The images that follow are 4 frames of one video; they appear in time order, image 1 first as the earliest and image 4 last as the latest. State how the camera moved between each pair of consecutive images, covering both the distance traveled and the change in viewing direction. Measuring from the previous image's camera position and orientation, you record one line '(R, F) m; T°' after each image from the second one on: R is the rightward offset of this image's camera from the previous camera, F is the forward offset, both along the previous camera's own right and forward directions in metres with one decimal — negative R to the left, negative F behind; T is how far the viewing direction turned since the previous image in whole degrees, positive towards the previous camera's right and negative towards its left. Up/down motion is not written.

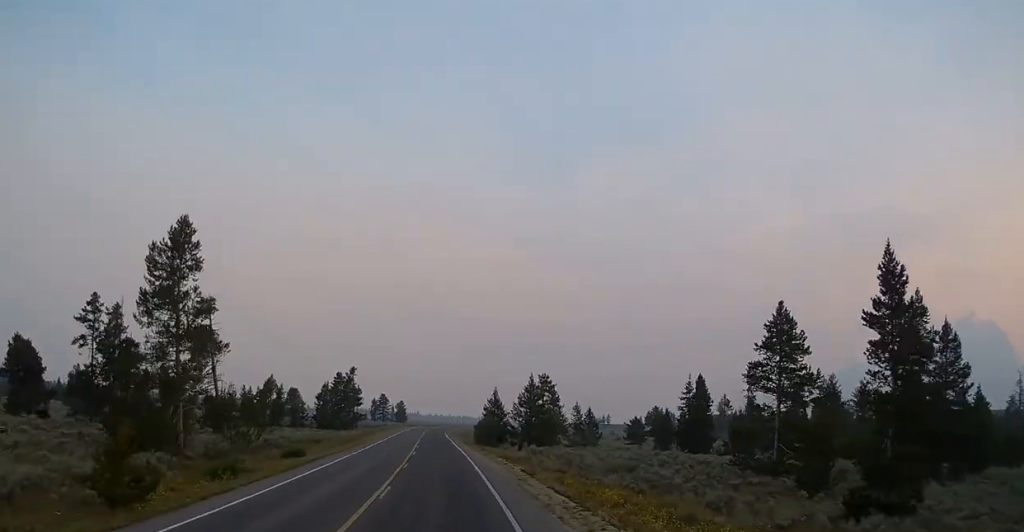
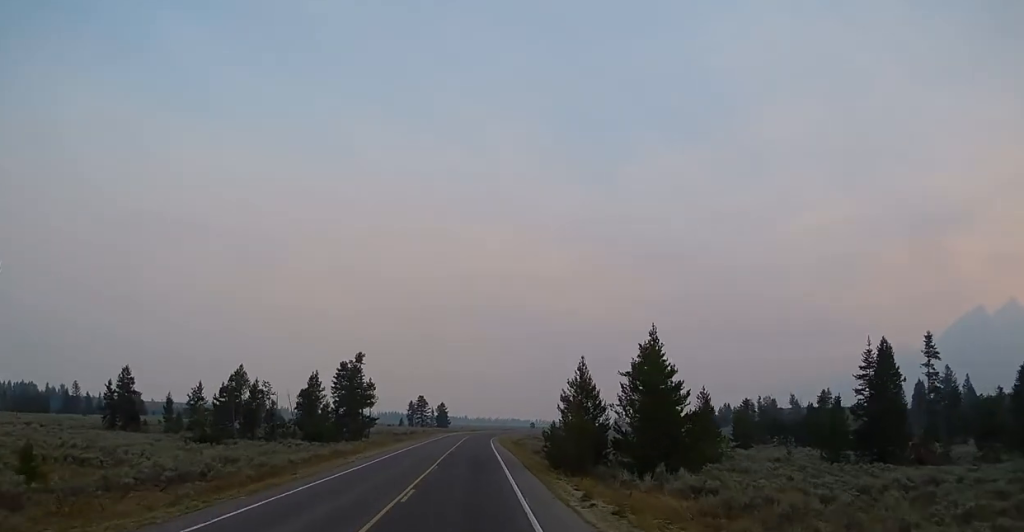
(-1.9, +37.7) m; -4°
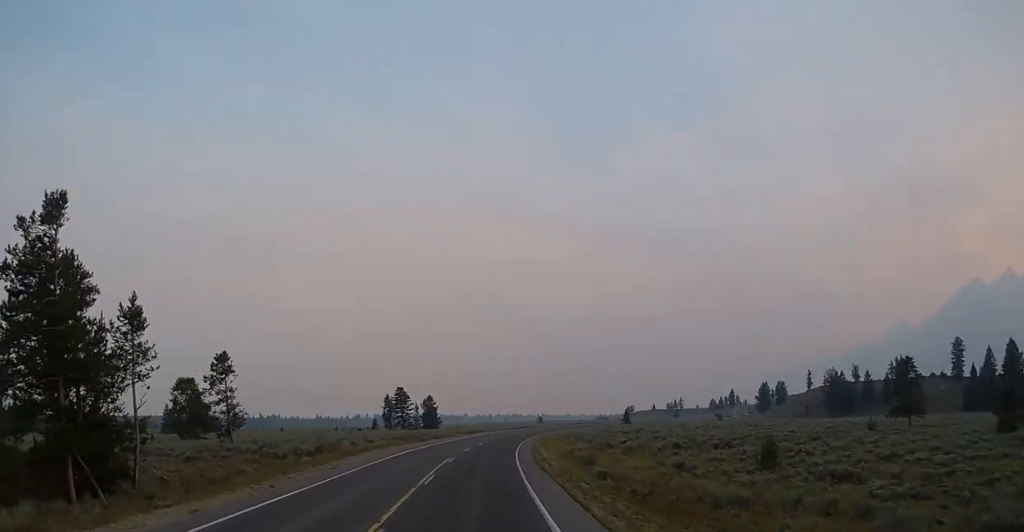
(-1.6, +68.2) m; 0°
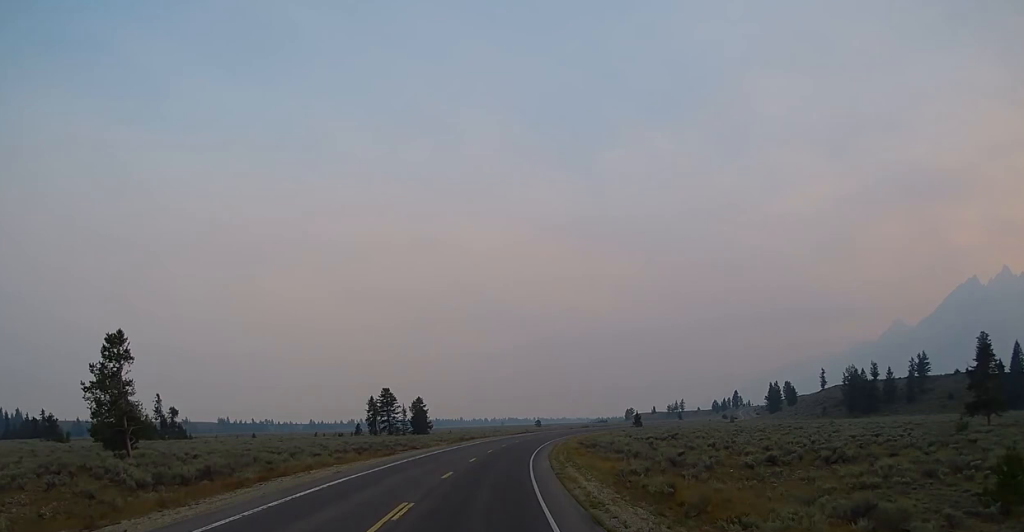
(+0.3, +21.2) m; +1°
